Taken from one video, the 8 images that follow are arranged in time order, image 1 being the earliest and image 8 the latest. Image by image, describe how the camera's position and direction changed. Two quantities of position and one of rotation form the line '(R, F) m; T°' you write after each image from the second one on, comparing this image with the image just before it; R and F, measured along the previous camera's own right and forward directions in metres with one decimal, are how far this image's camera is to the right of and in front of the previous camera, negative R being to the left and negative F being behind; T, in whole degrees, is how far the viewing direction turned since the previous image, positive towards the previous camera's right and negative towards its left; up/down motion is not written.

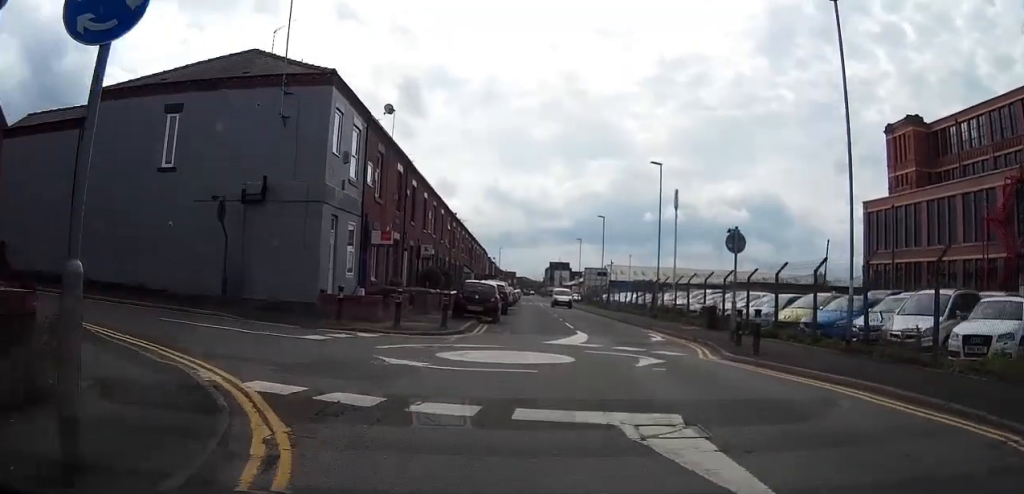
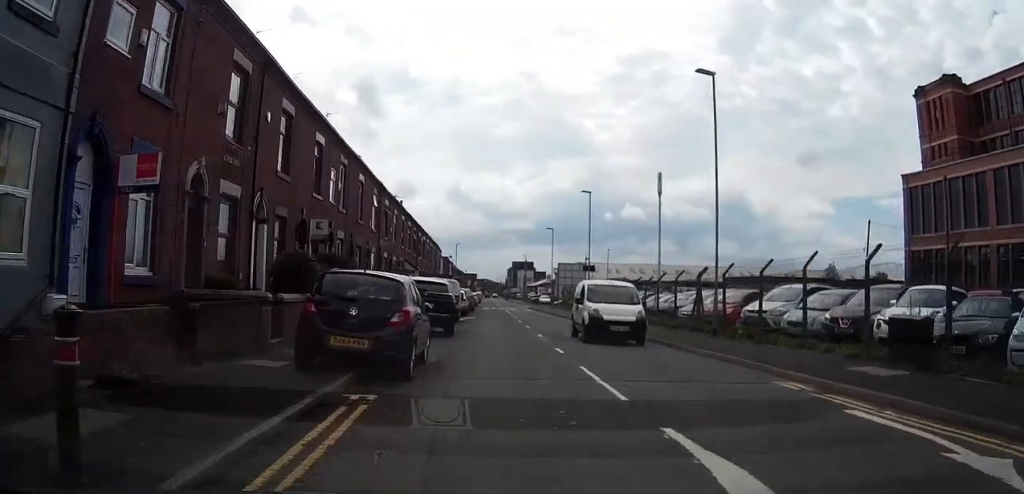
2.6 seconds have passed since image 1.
(-0.7, +14.8) m; +2°
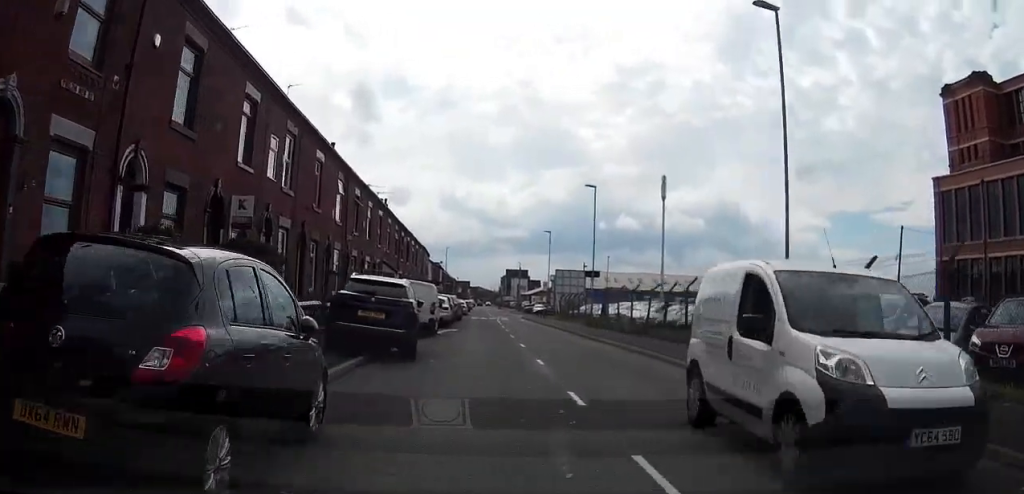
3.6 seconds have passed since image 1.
(+0.3, +6.1) m; +3°
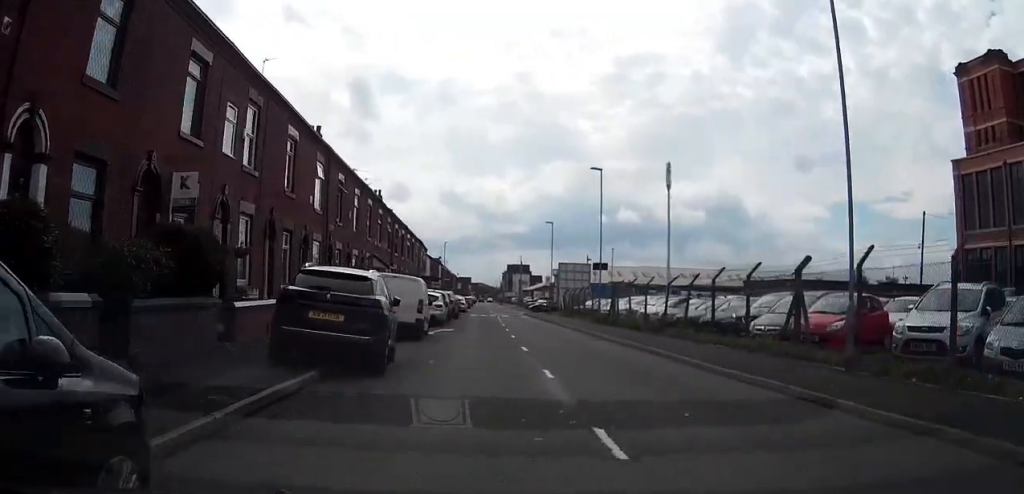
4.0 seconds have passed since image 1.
(0.0, +3.1) m; -1°
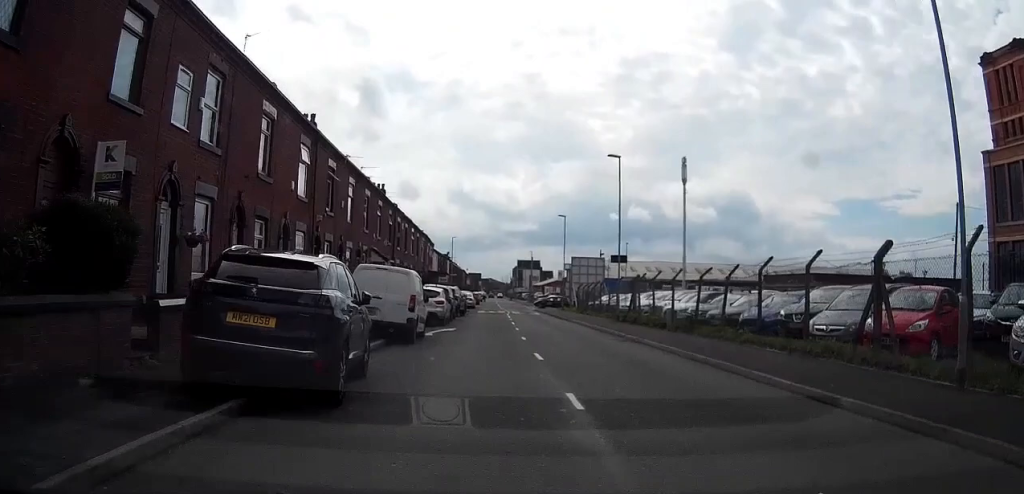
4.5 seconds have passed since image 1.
(+0.1, +3.2) m; -2°
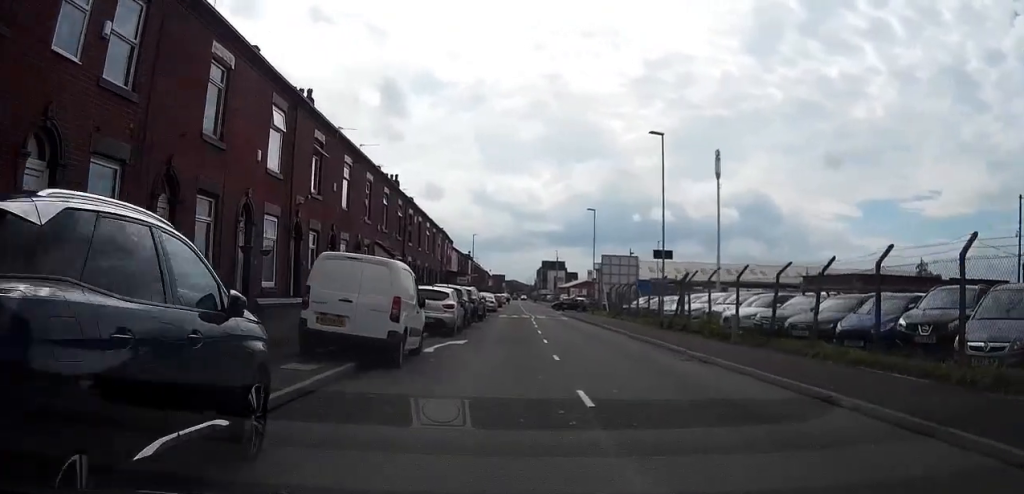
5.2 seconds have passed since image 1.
(-0.2, +5.1) m; -2°
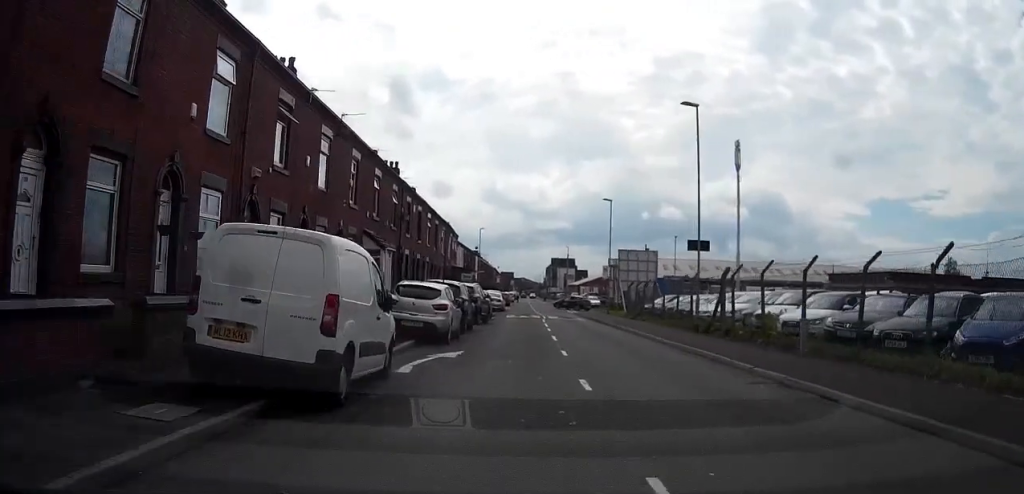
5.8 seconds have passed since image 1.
(-0.2, +4.5) m; -1°
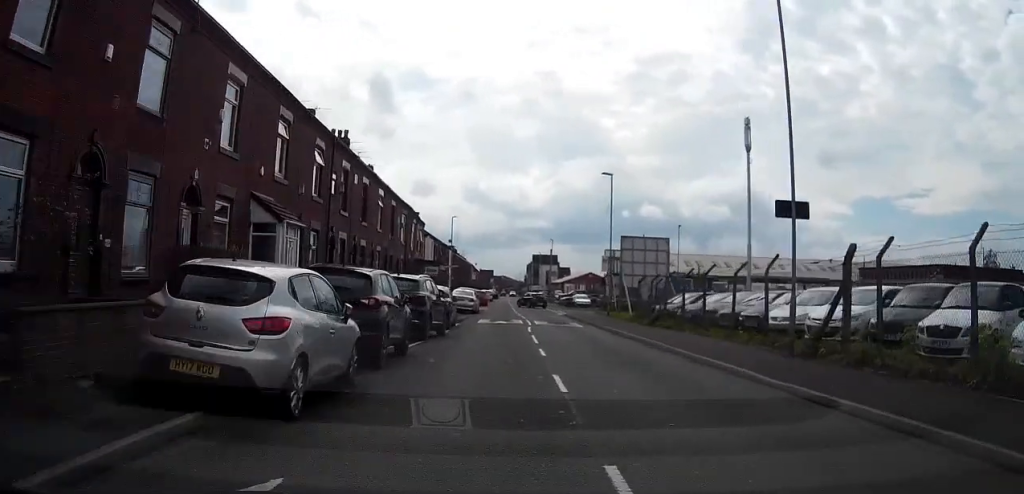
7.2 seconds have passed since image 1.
(+0.2, +10.2) m; 0°
